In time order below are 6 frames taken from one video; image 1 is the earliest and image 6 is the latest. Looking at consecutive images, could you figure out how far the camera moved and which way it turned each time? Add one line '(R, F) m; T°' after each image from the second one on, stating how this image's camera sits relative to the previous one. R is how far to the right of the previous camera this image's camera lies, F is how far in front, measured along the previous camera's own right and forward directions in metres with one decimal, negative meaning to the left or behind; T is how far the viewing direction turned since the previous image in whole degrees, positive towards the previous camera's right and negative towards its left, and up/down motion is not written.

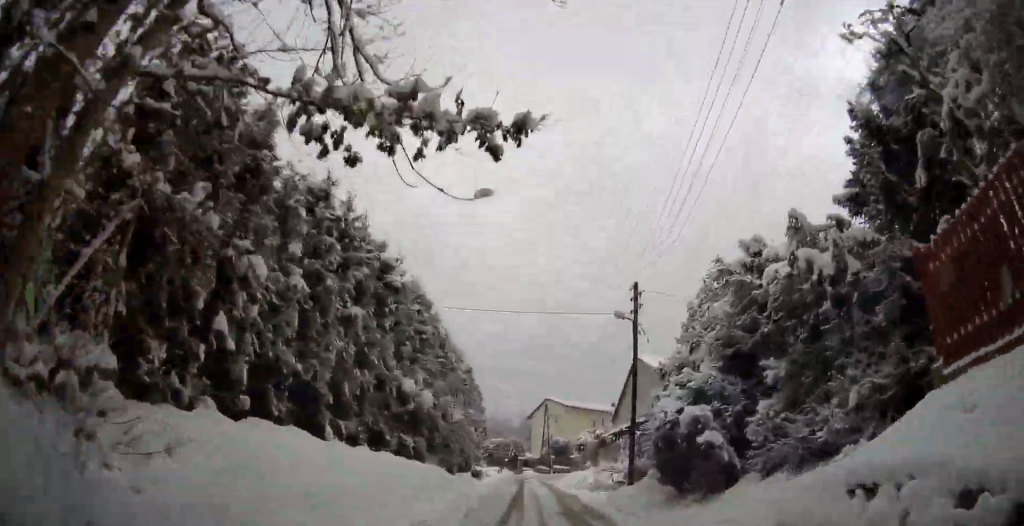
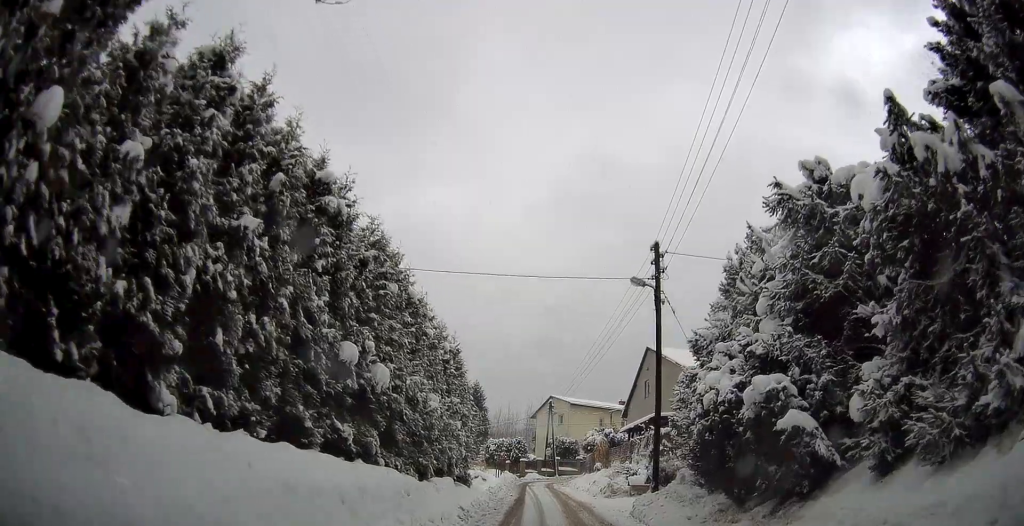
(-0.1, +3.5) m; -1°
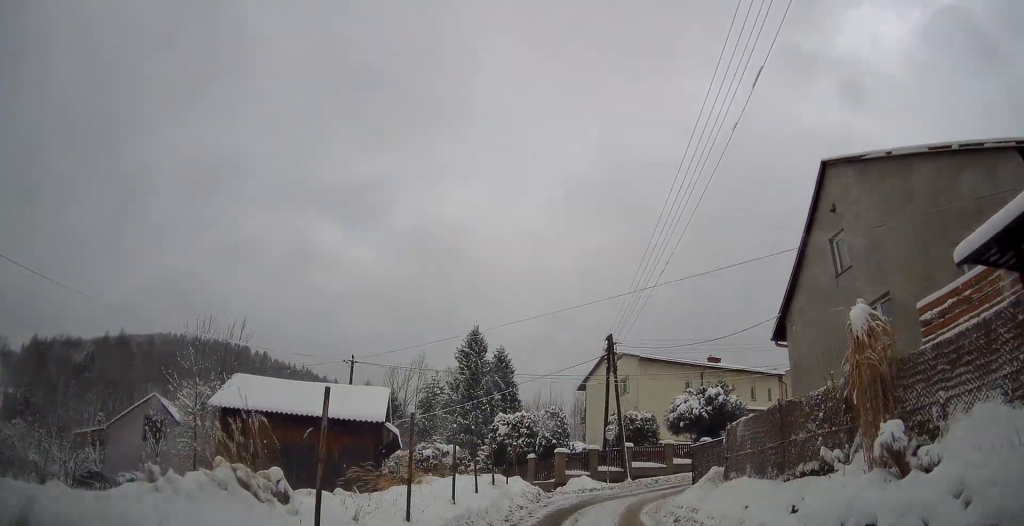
(-1.7, +27.9) m; -6°
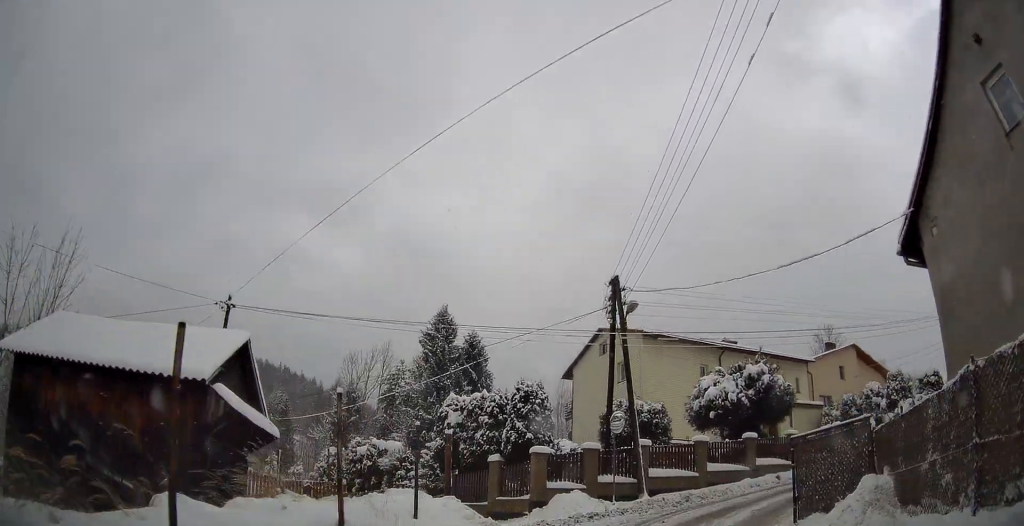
(+0.1, +12.3) m; +3°
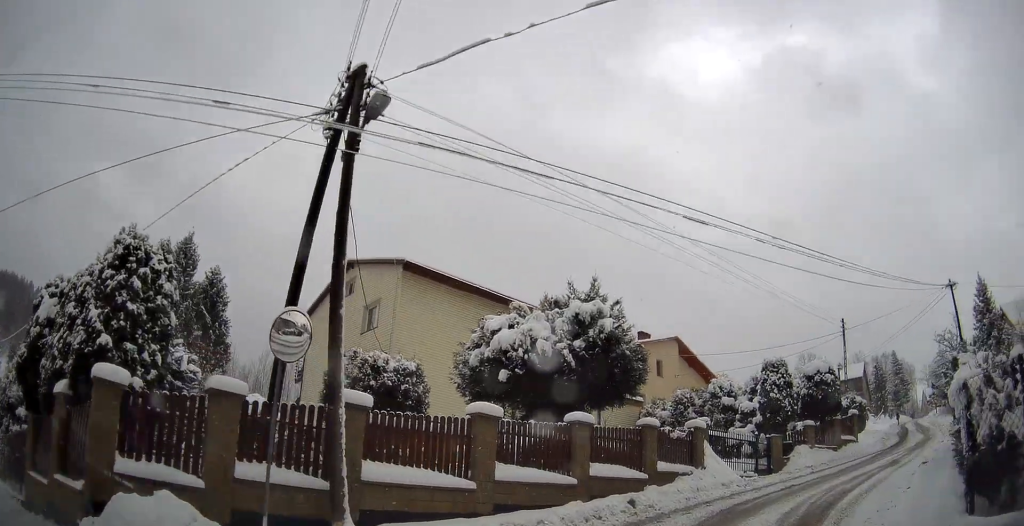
(+1.5, +12.5) m; +18°
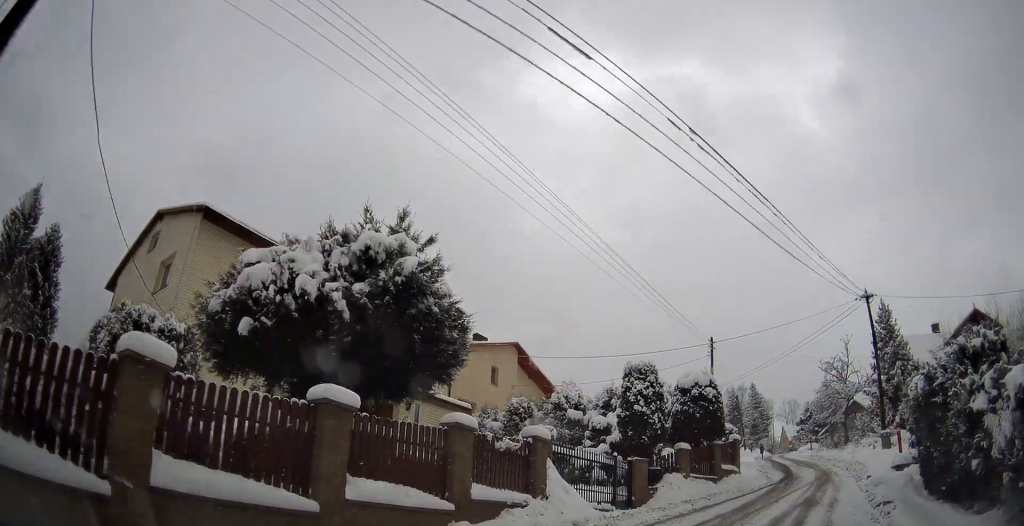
(+0.6, +5.0) m; +14°
